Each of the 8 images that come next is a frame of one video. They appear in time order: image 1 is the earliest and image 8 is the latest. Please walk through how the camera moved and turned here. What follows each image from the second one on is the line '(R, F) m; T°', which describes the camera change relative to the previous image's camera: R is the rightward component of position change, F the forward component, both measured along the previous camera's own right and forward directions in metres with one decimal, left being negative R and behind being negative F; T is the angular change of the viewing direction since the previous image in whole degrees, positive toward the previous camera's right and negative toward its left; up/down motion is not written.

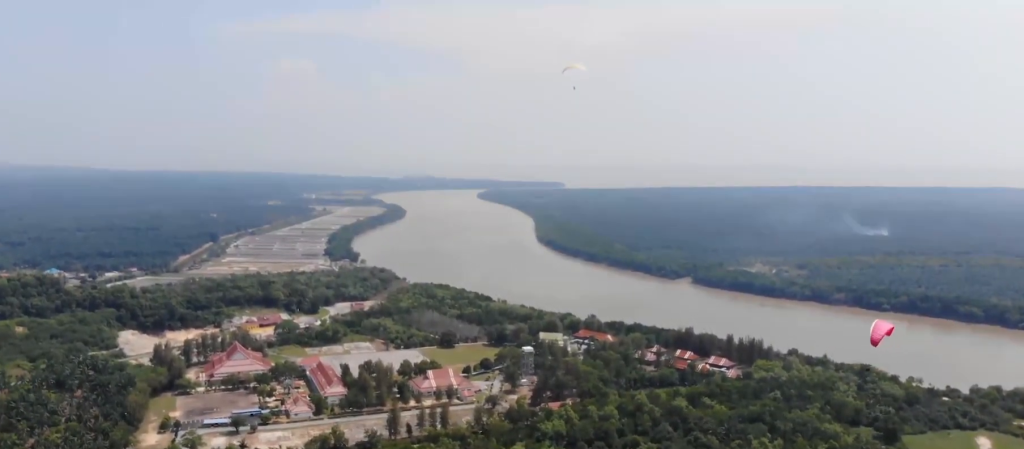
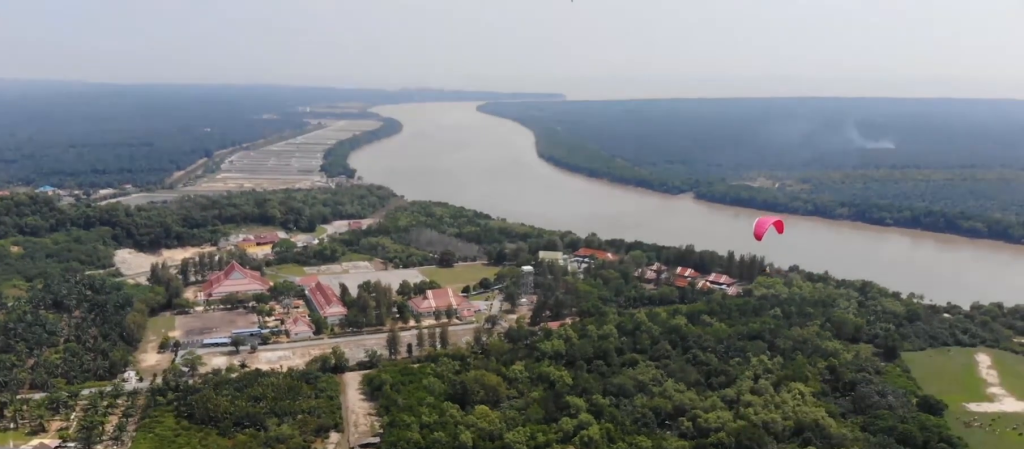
(+0.4, +9.5) m; +2°
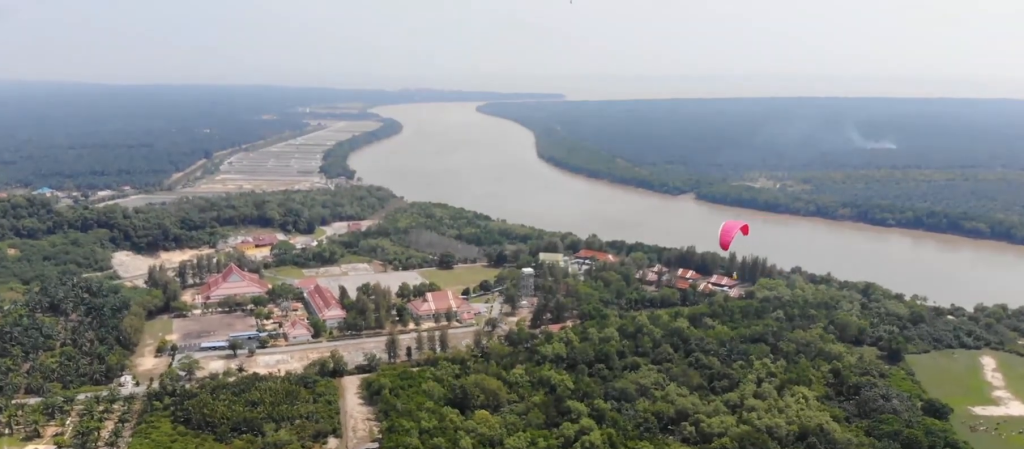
(0.0, +5.5) m; -1°
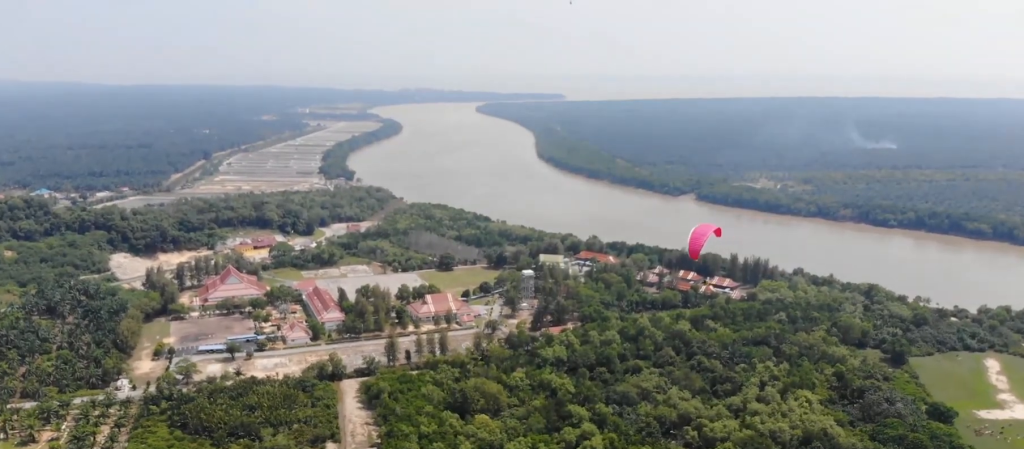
(0.0, +4.4) m; -1°
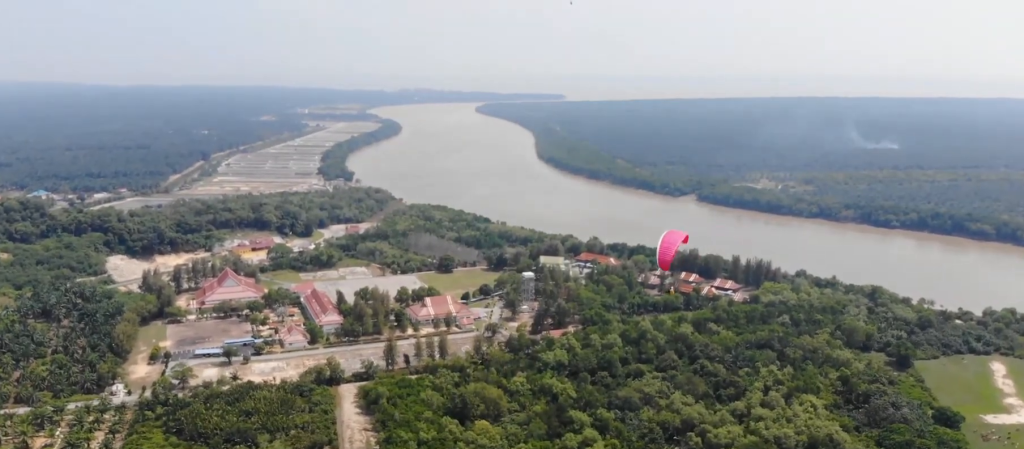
(0.0, +6.4) m; 0°
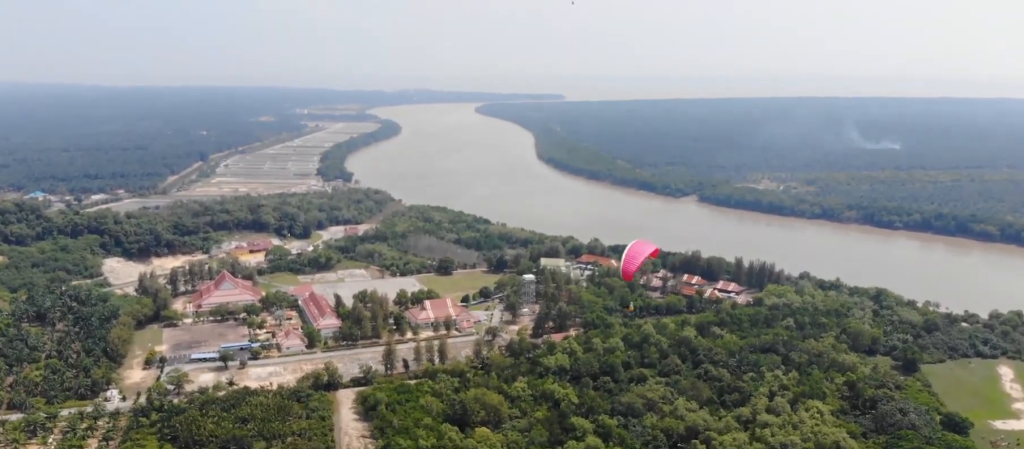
(0.0, +7.1) m; 0°
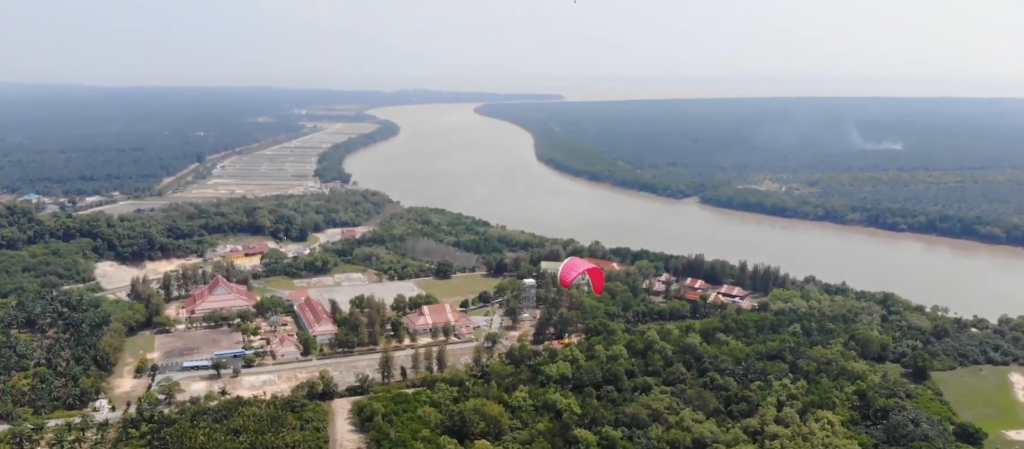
(+0.1, +12.0) m; 0°
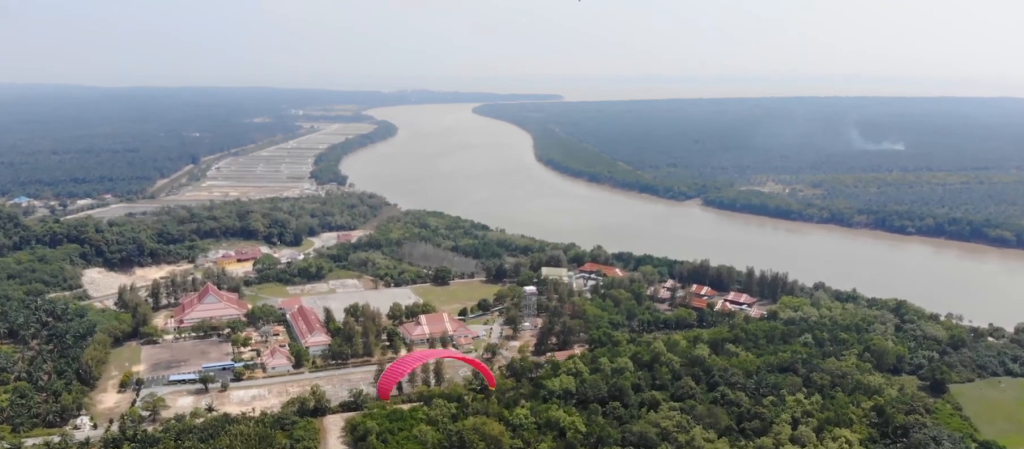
(-0.3, +19.4) m; -1°
